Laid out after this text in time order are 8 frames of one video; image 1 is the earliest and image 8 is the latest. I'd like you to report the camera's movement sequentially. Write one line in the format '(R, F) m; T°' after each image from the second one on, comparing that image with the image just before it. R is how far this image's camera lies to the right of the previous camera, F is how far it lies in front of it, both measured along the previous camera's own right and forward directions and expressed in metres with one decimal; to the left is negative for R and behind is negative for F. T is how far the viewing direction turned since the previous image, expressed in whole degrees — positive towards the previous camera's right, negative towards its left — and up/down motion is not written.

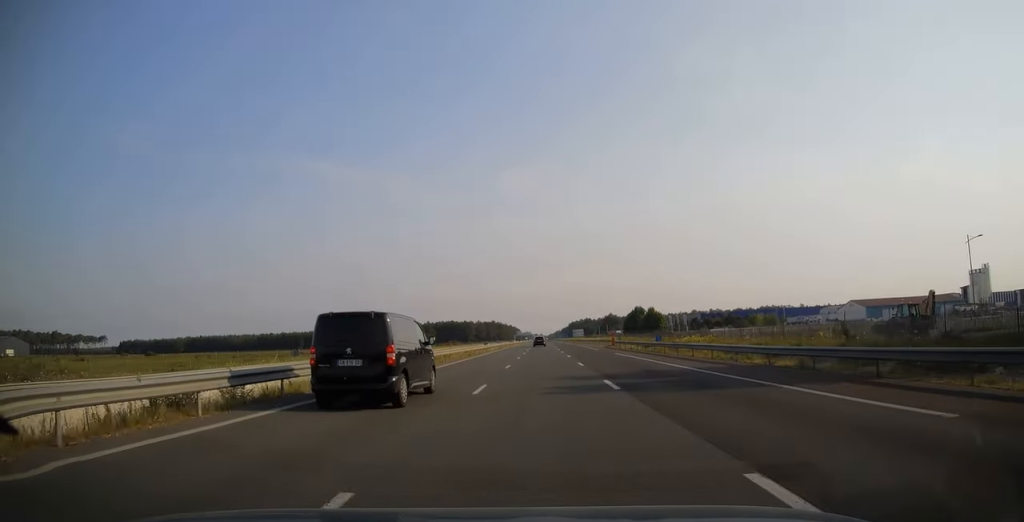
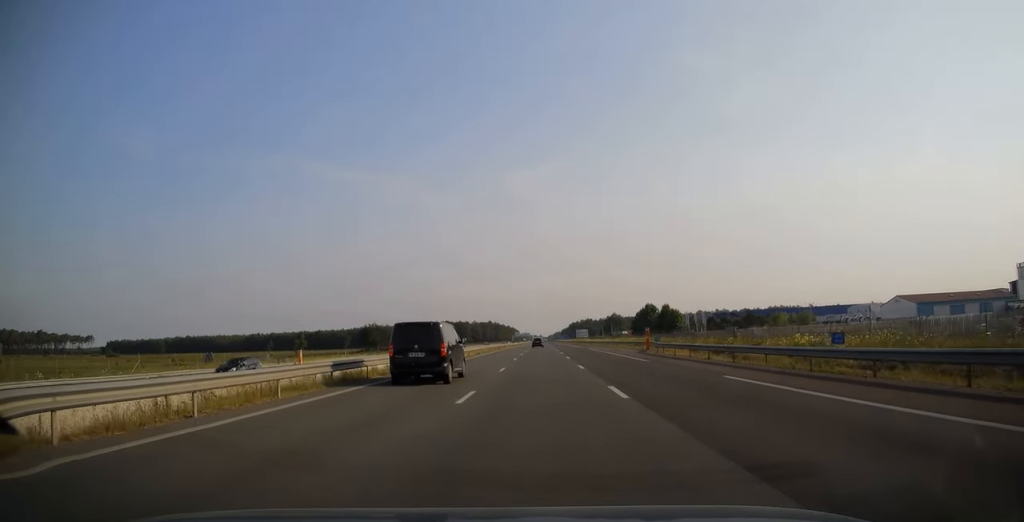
(0.0, +27.9) m; 0°
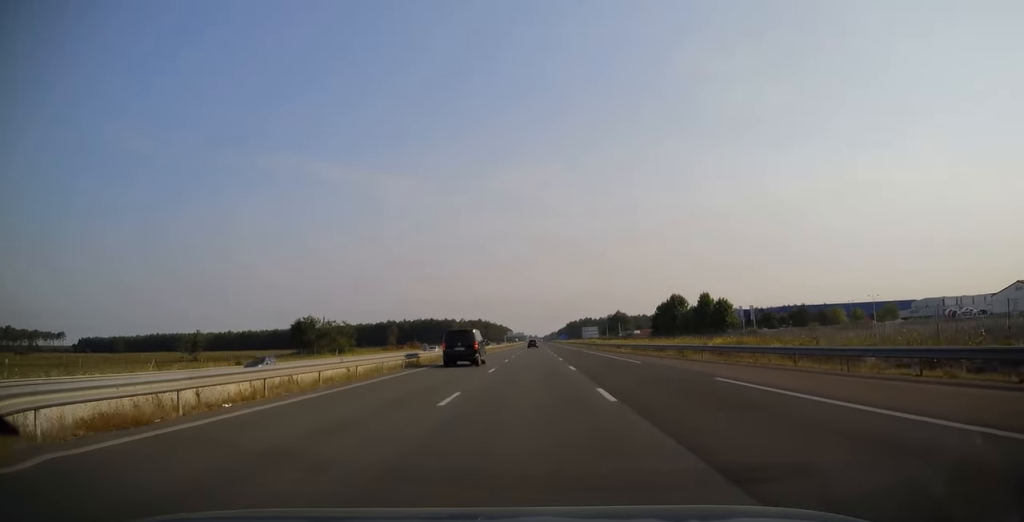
(+0.1, +52.2) m; +1°
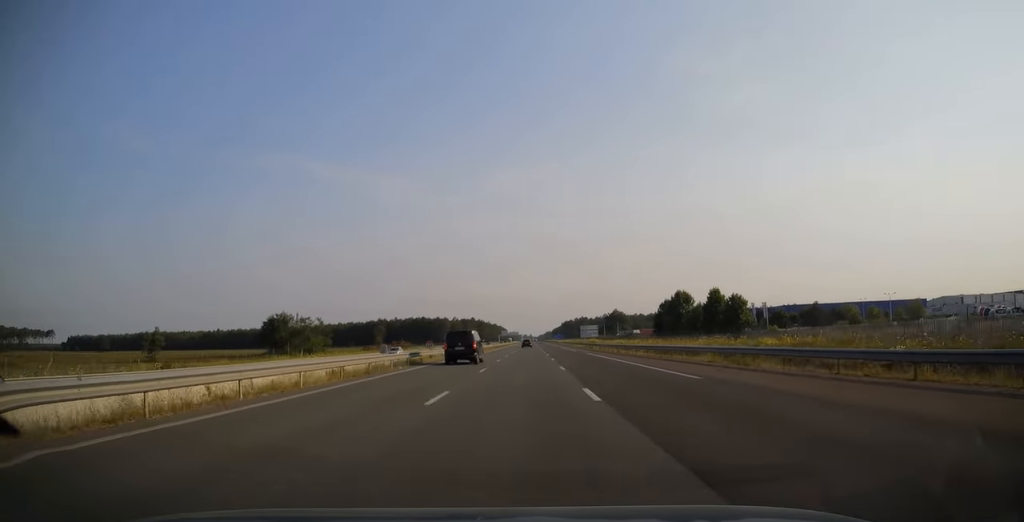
(0.0, +12.7) m; 0°
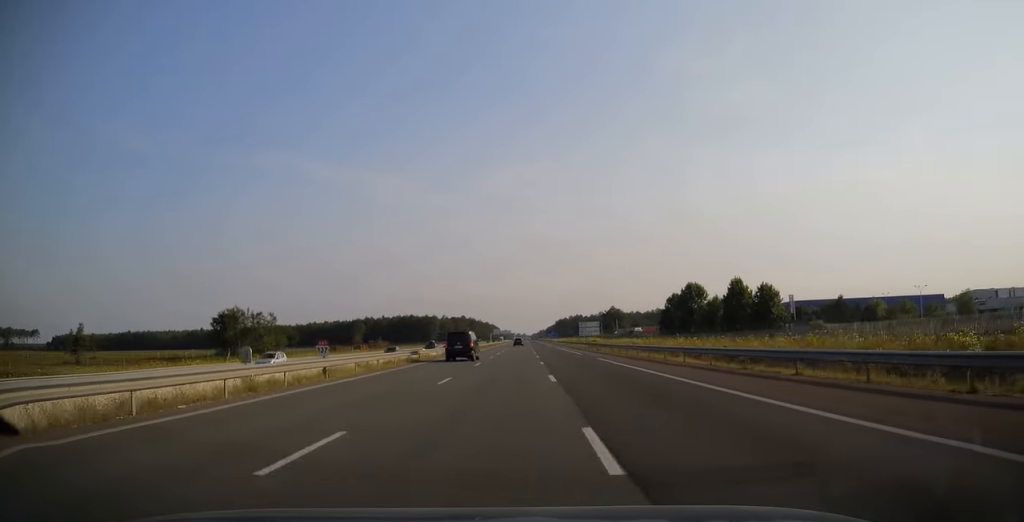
(+0.1, +19.6) m; 0°
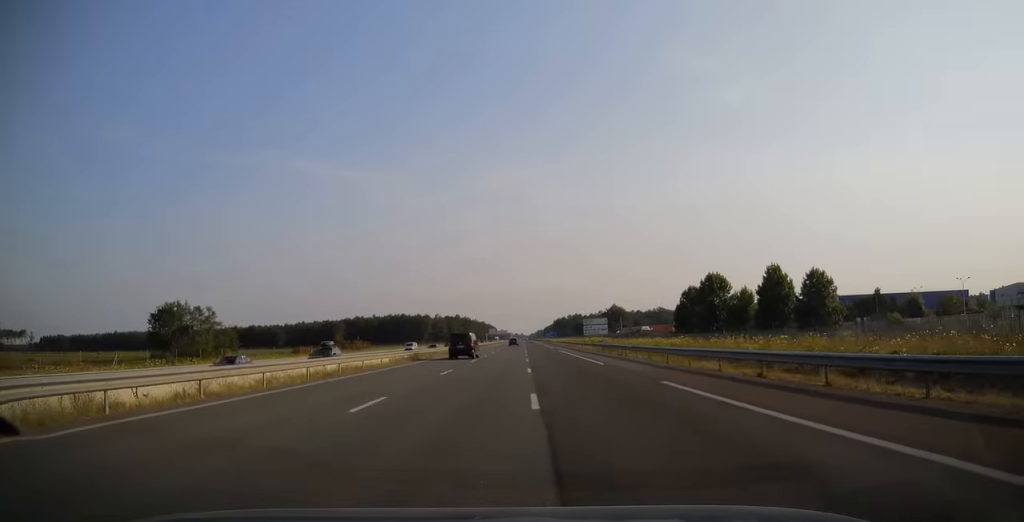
(0.0, +20.1) m; 0°
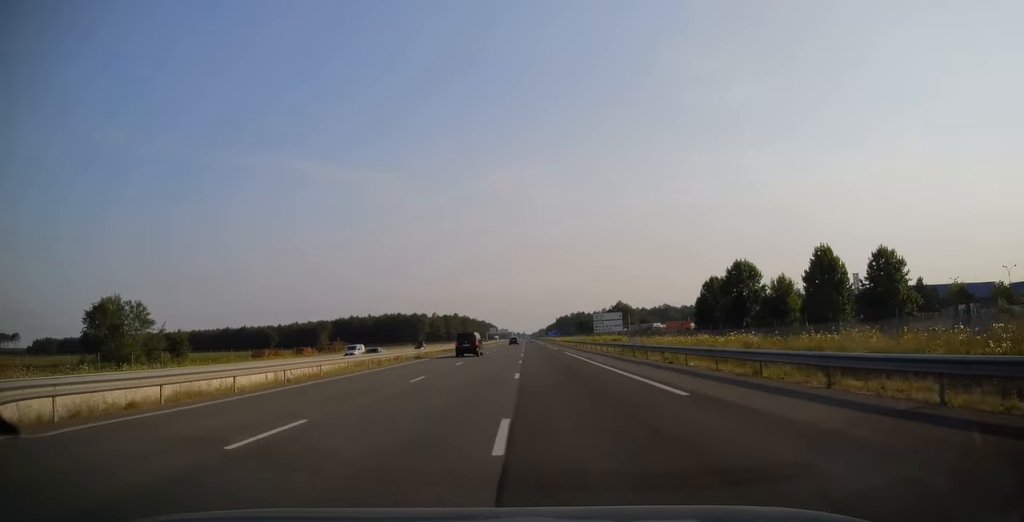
(0.0, +17.2) m; 0°
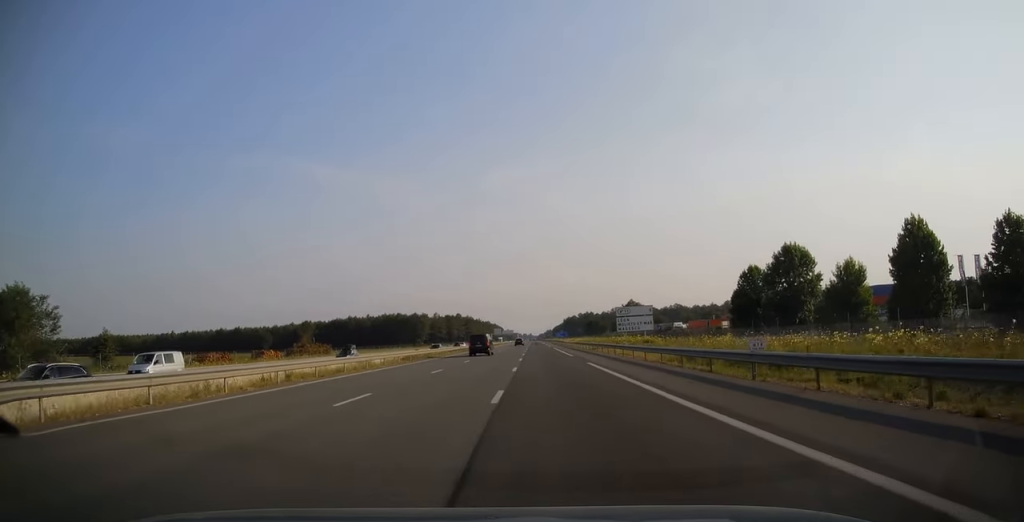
(-0.1, +20.2) m; 0°
